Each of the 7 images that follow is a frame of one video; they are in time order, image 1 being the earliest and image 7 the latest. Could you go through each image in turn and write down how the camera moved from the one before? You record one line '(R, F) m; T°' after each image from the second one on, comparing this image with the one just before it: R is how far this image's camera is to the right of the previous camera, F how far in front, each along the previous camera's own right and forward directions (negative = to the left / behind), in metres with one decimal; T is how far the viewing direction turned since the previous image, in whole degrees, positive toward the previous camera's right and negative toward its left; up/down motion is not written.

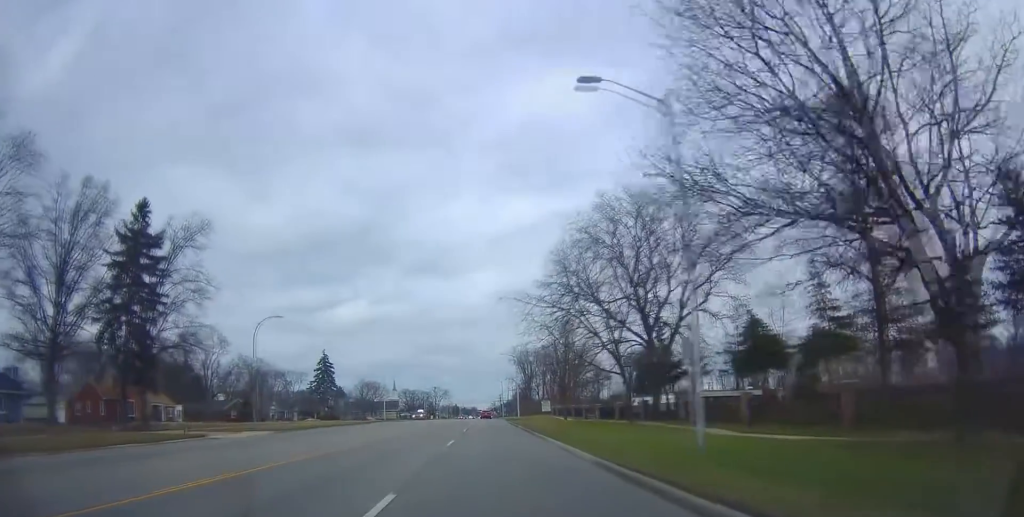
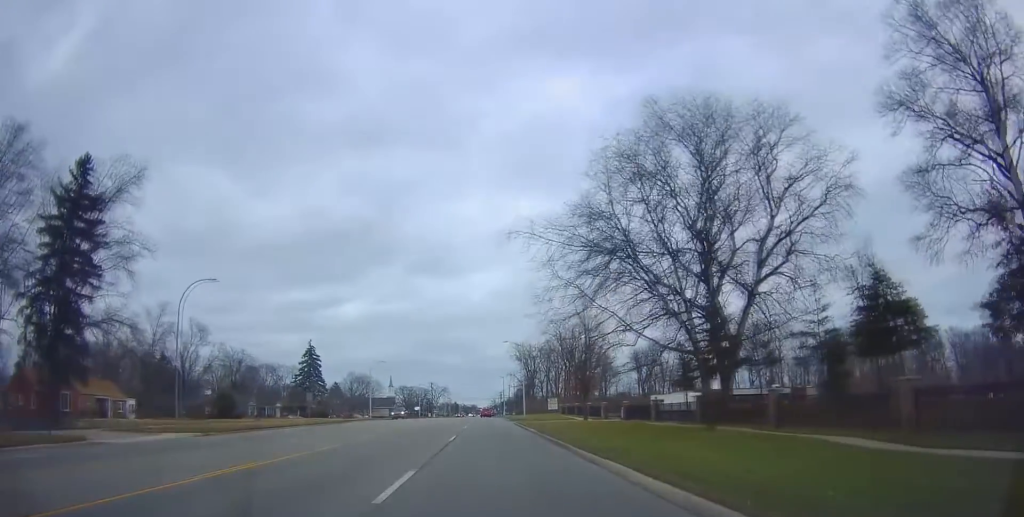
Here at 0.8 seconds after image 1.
(+0.1, +13.0) m; +1°
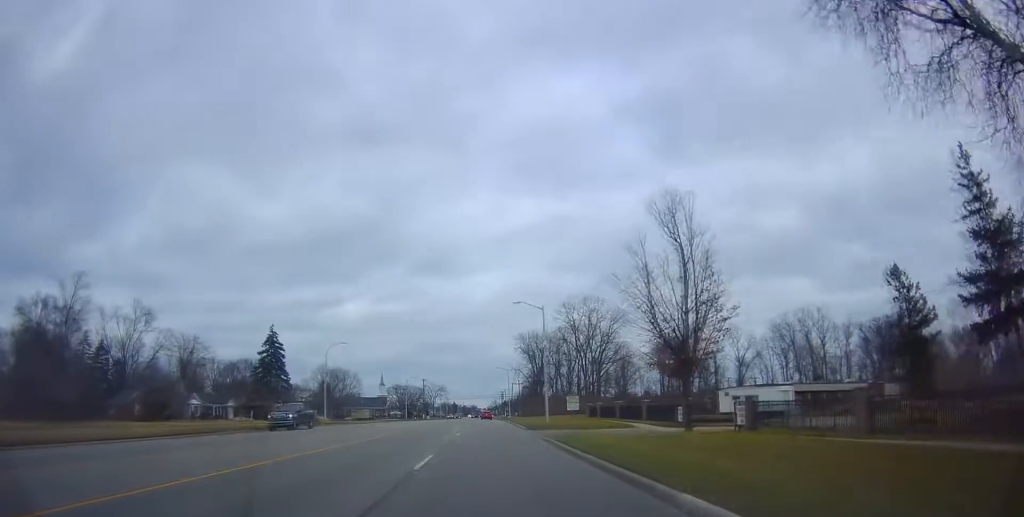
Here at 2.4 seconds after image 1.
(+0.5, +27.3) m; -1°
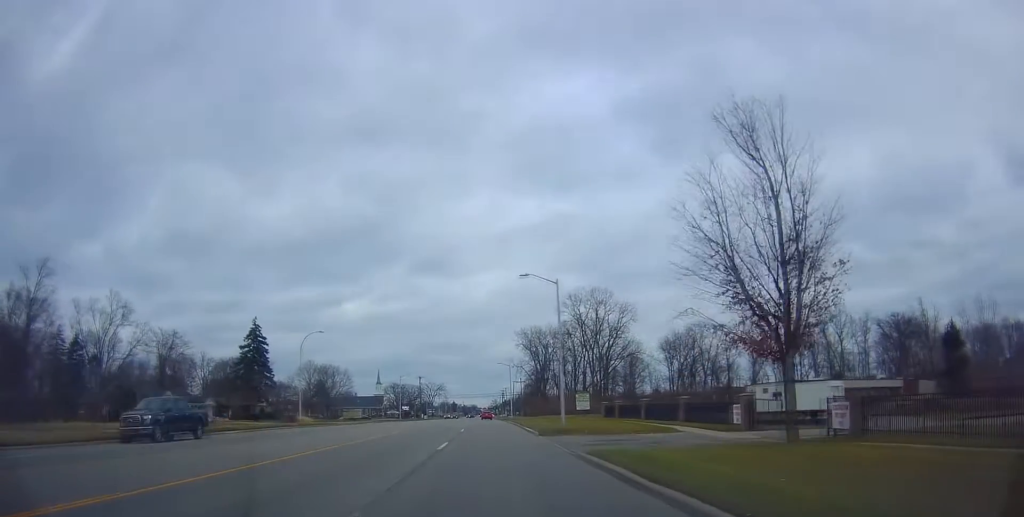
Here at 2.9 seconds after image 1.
(-0.3, +9.4) m; -1°
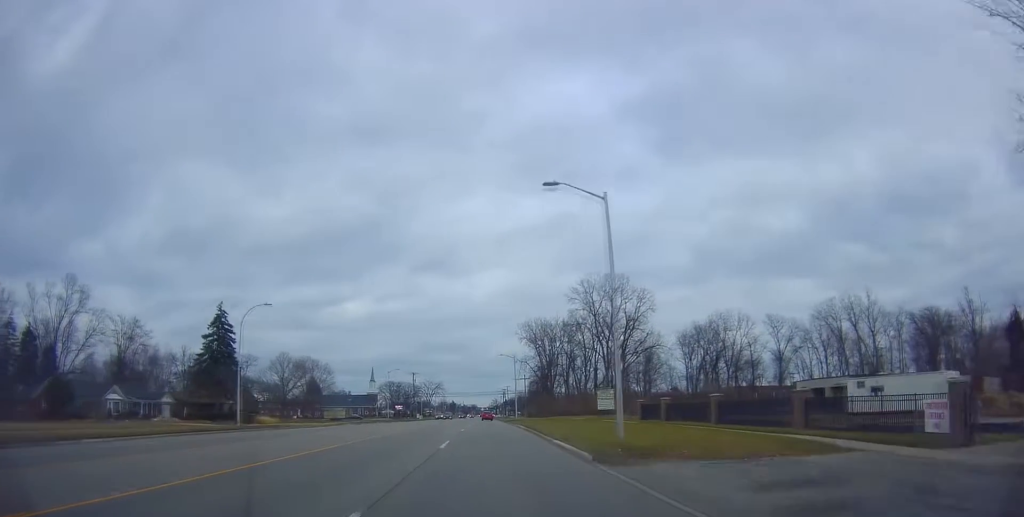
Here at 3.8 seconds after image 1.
(-0.2, +15.5) m; 0°
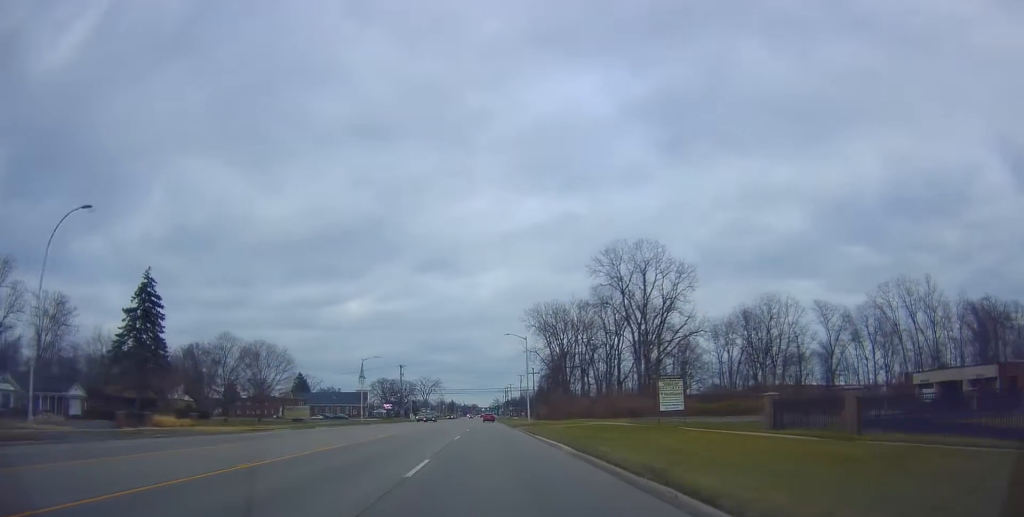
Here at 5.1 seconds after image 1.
(+0.5, +23.6) m; +1°
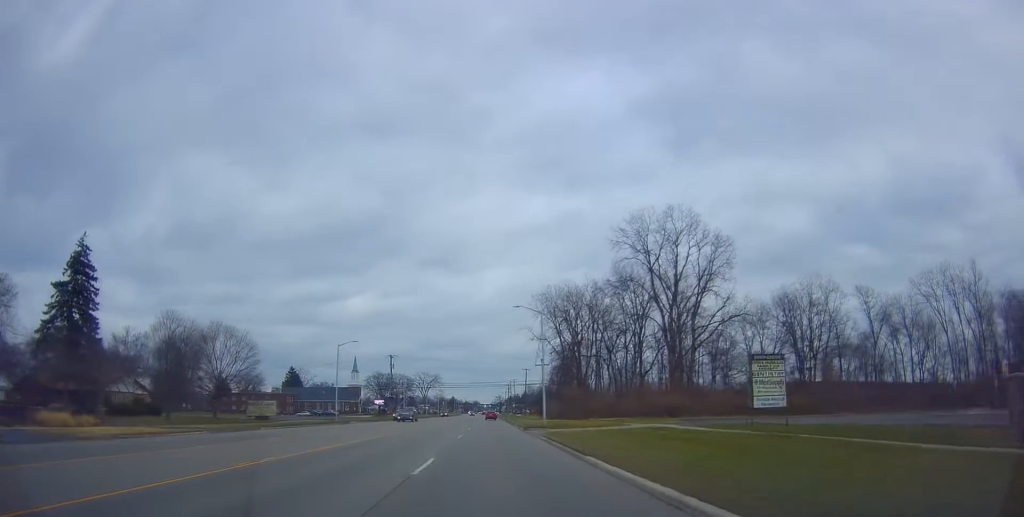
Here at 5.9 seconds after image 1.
(-0.2, +15.3) m; -1°
